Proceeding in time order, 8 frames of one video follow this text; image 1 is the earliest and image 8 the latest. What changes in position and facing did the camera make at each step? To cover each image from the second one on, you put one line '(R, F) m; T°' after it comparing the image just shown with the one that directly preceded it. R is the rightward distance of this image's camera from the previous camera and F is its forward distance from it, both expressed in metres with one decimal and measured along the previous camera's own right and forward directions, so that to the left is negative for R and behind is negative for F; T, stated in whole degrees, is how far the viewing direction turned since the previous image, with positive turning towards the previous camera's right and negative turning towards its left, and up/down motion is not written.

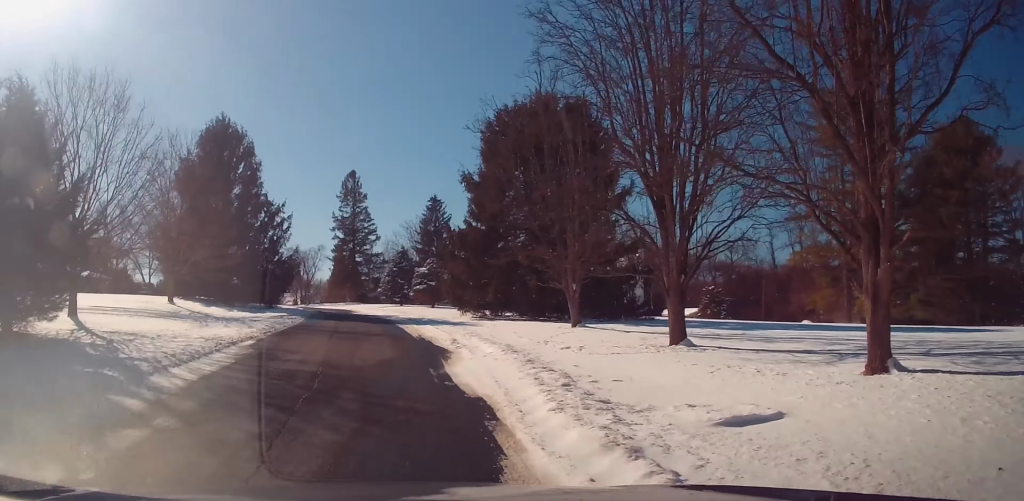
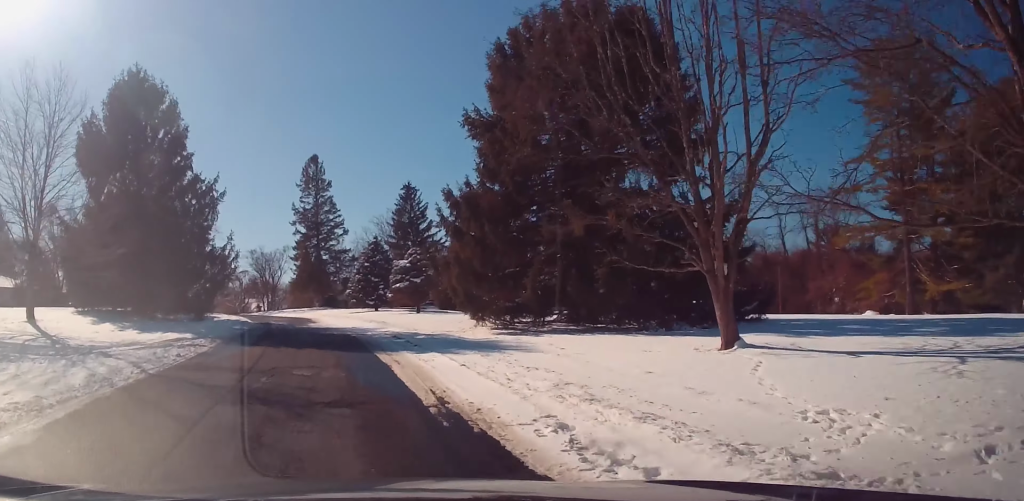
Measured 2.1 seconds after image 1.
(+0.5, +13.6) m; +2°
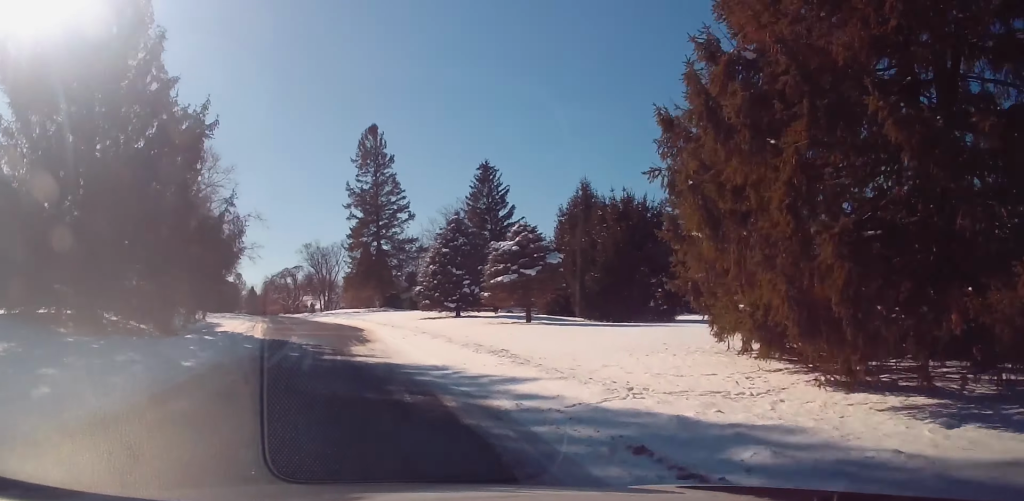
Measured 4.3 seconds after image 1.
(-0.2, +14.6) m; -4°
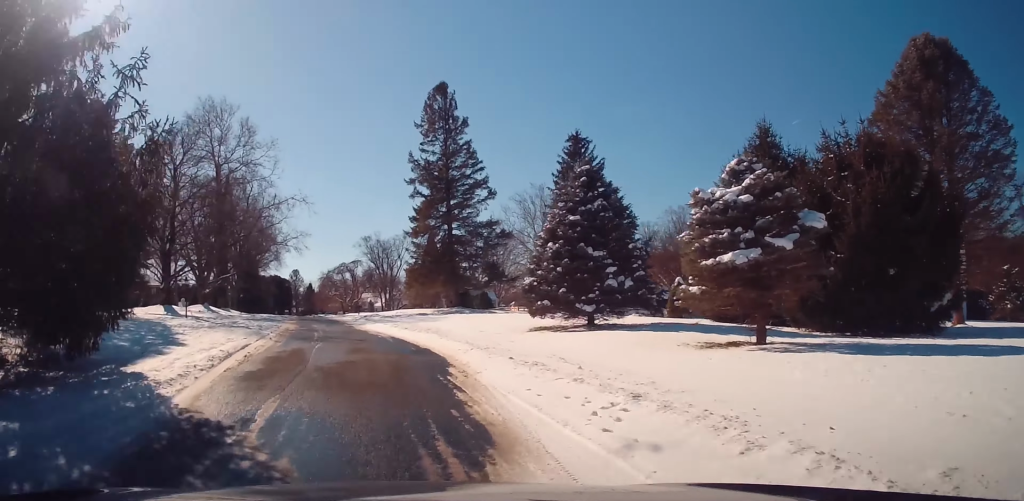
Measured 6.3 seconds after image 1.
(-0.8, +14.2) m; -5°
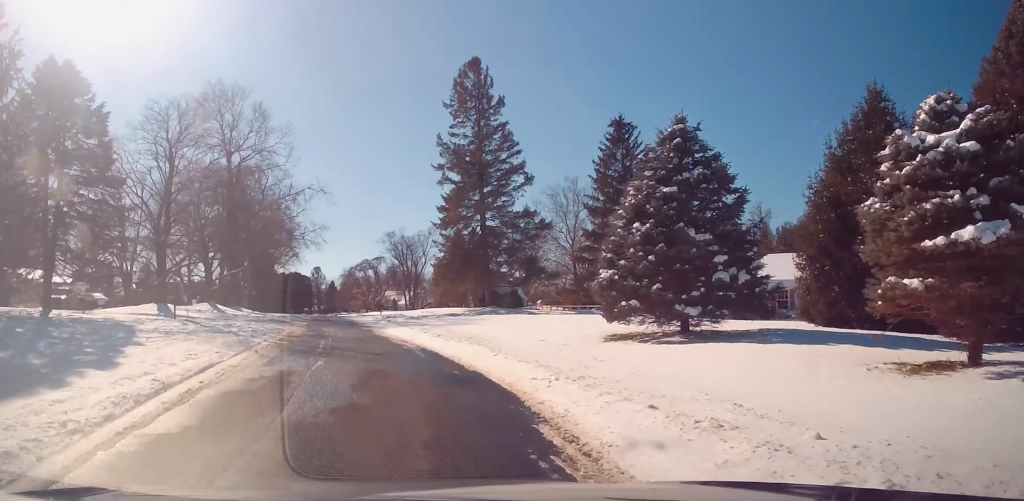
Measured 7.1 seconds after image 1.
(-0.3, +5.7) m; -2°
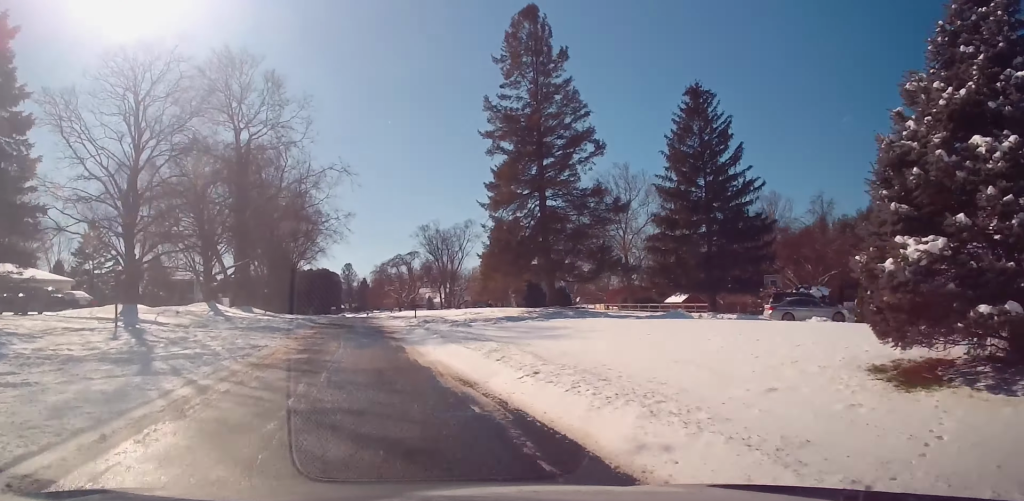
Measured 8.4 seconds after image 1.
(+0.2, +9.6) m; -1°
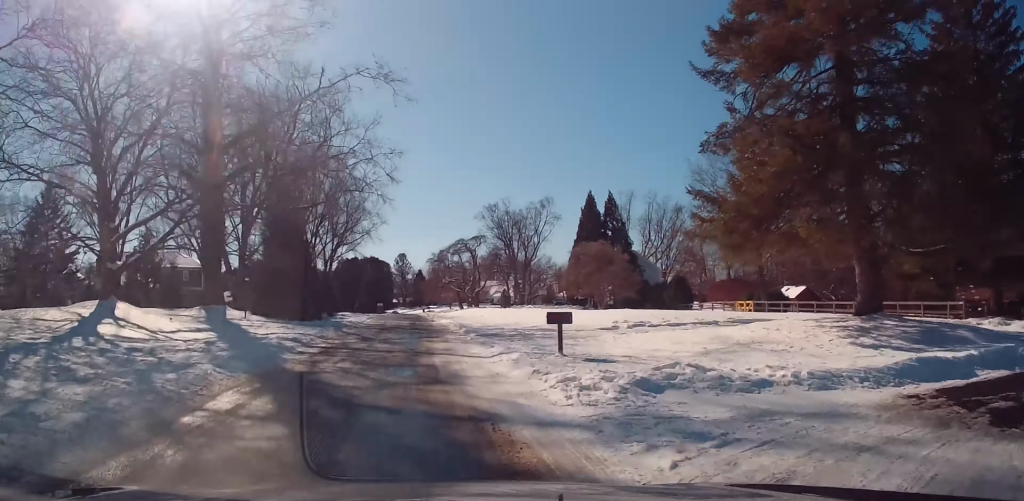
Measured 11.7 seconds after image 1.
(-1.1, +23.8) m; -4°
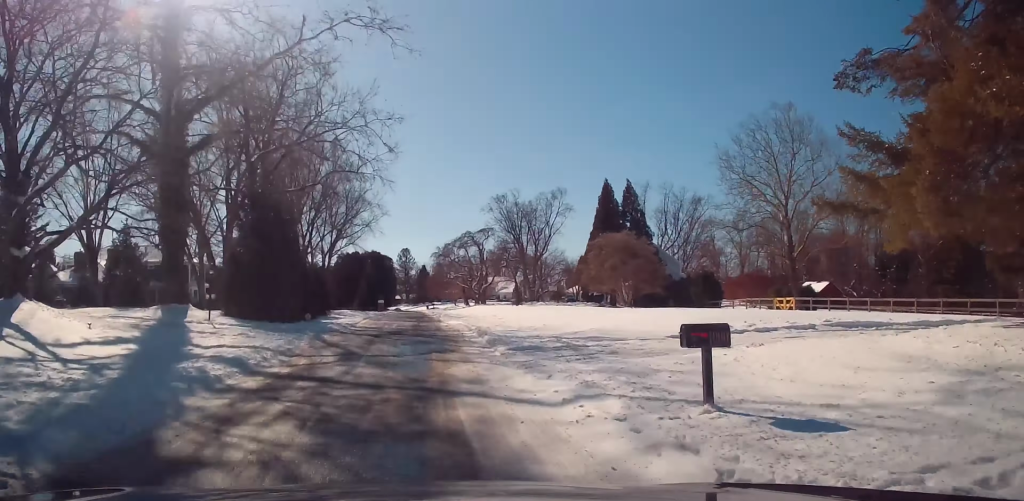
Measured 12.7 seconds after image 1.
(-0.2, +6.6) m; +1°
